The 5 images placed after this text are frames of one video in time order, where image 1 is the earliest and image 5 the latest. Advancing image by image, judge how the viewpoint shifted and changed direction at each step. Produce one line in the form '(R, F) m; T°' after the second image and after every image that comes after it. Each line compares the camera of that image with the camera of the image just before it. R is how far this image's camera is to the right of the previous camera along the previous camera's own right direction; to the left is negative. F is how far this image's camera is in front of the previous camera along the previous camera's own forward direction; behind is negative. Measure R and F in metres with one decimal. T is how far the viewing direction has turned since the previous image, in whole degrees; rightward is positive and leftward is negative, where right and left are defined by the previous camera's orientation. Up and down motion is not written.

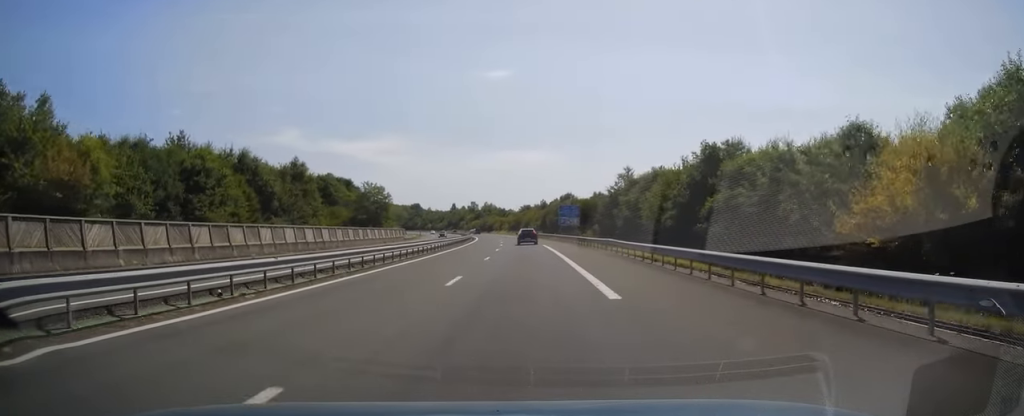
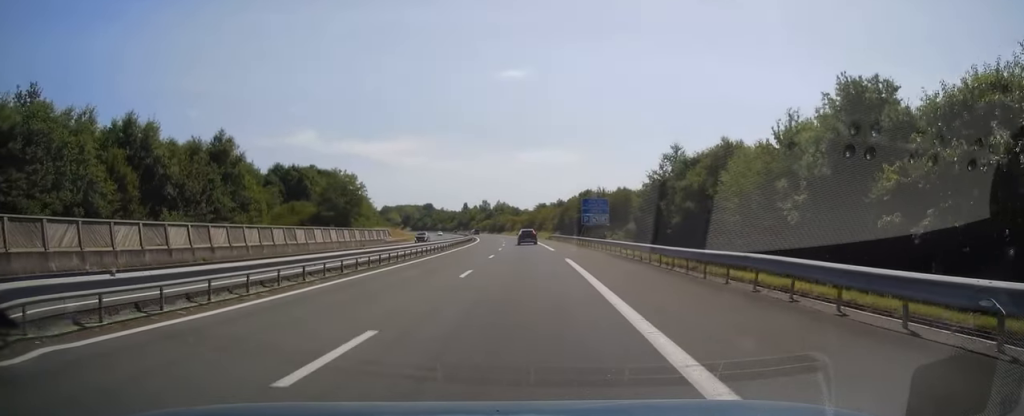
(-0.2, +23.3) m; -1°
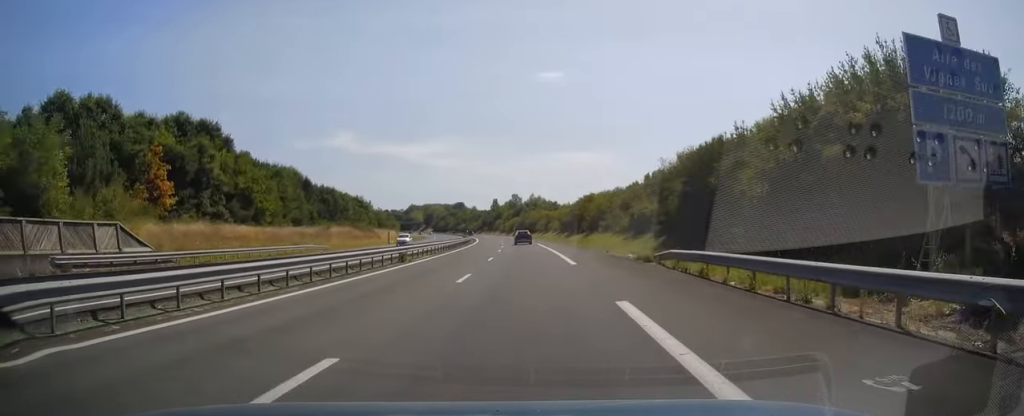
(-2.3, +67.6) m; -4°
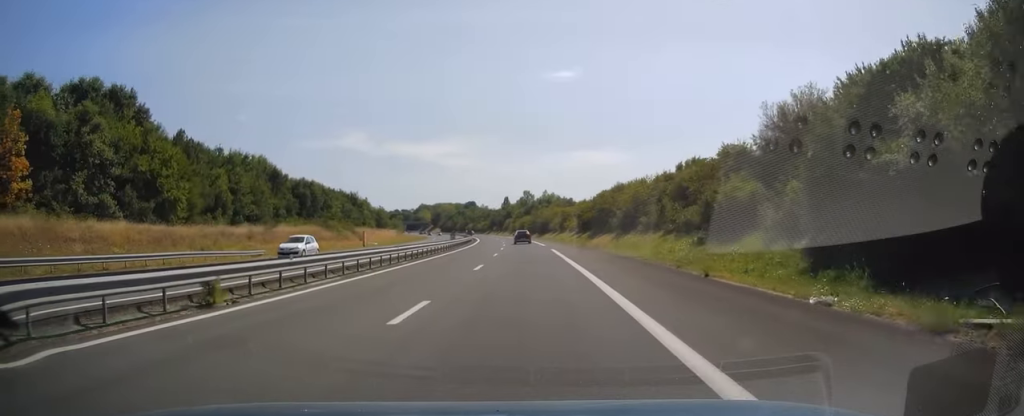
(-0.1, +20.7) m; -1°
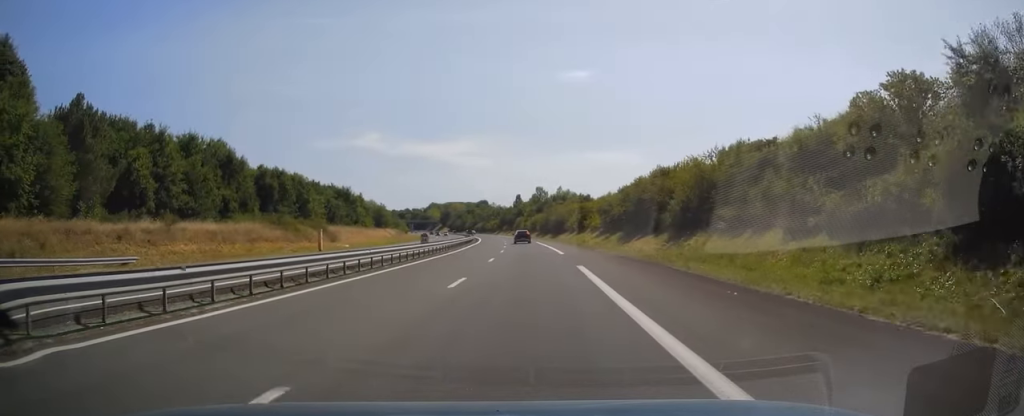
(-0.5, +20.2) m; -1°
